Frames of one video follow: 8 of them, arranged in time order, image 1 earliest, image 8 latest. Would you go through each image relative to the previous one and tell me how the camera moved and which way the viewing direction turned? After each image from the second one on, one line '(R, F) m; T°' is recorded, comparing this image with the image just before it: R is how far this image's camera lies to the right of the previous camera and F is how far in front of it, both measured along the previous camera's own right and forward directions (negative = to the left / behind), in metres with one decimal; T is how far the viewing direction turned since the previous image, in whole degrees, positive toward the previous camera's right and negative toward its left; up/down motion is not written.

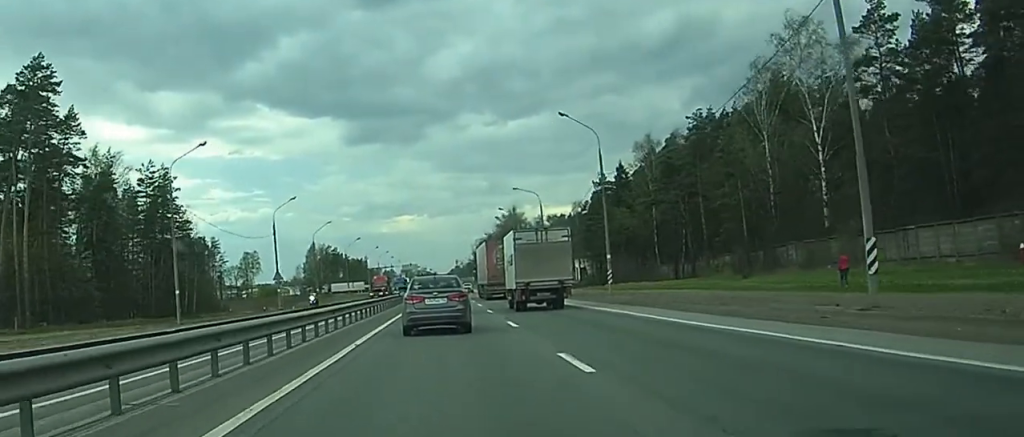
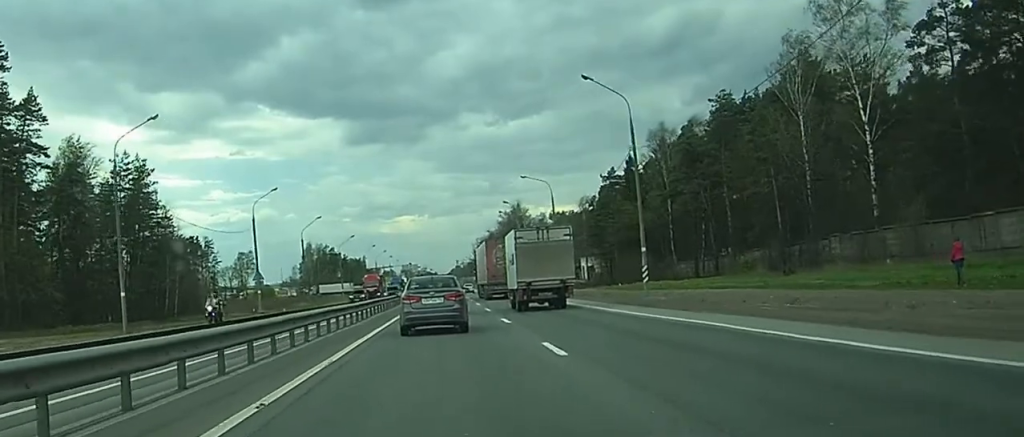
(+0.1, +9.2) m; +1°
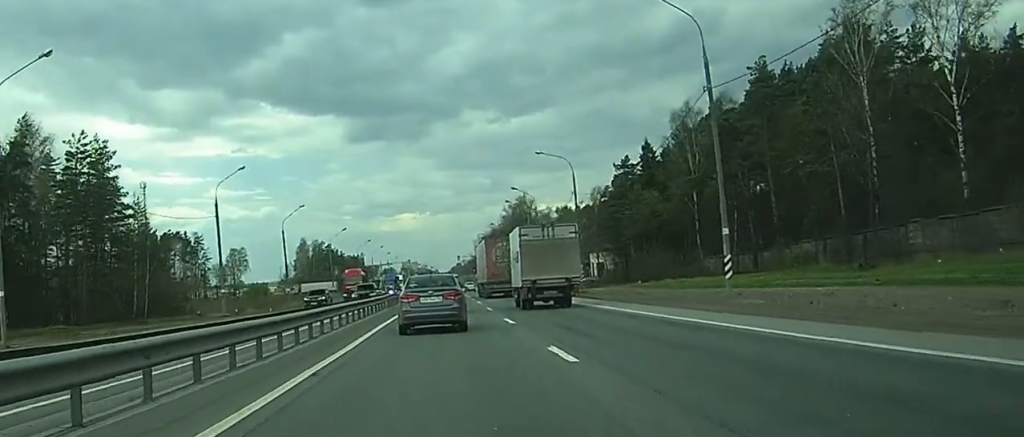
(+0.1, +12.7) m; 0°
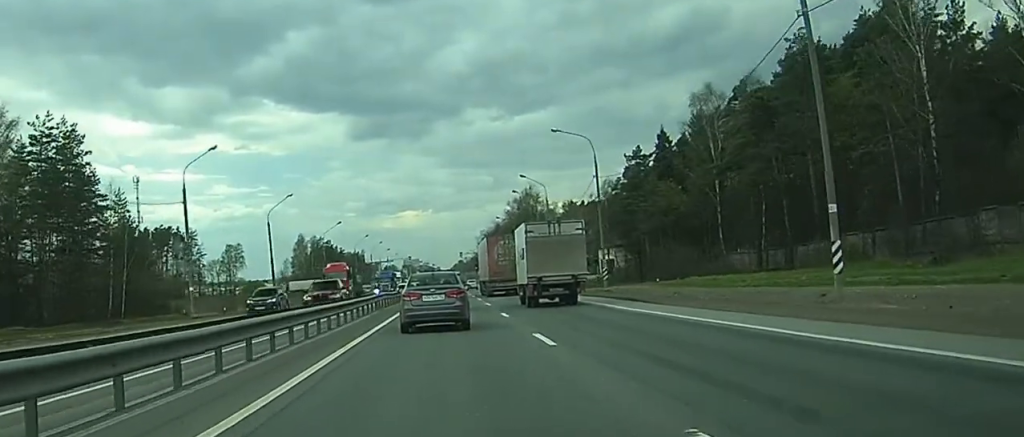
(-0.1, +8.6) m; 0°
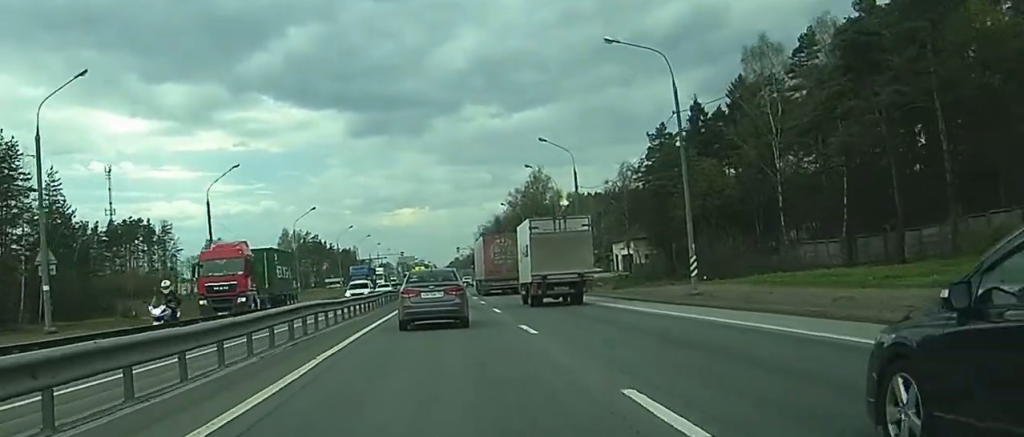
(+0.1, +20.8) m; 0°
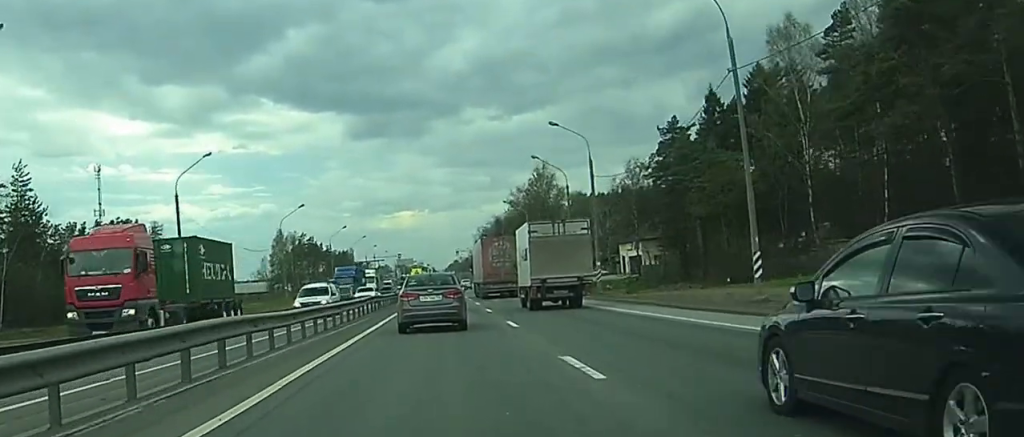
(0.0, +7.8) m; -1°
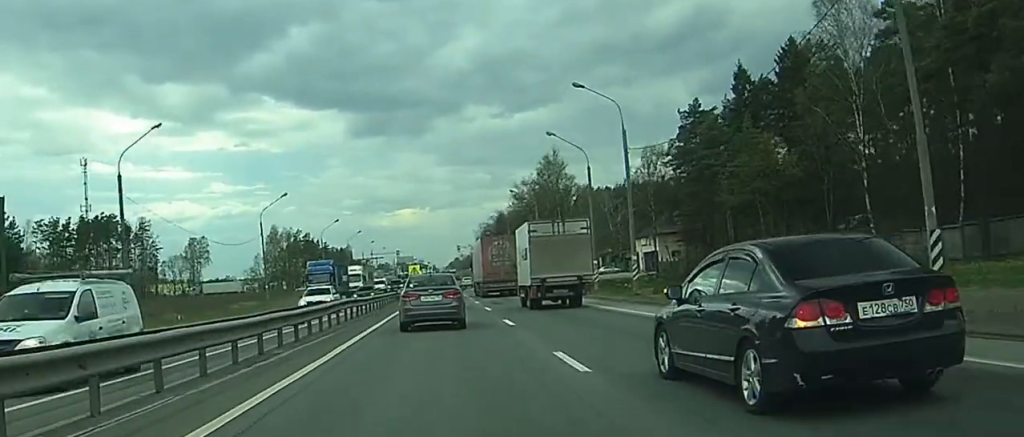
(-0.1, +11.2) m; -1°
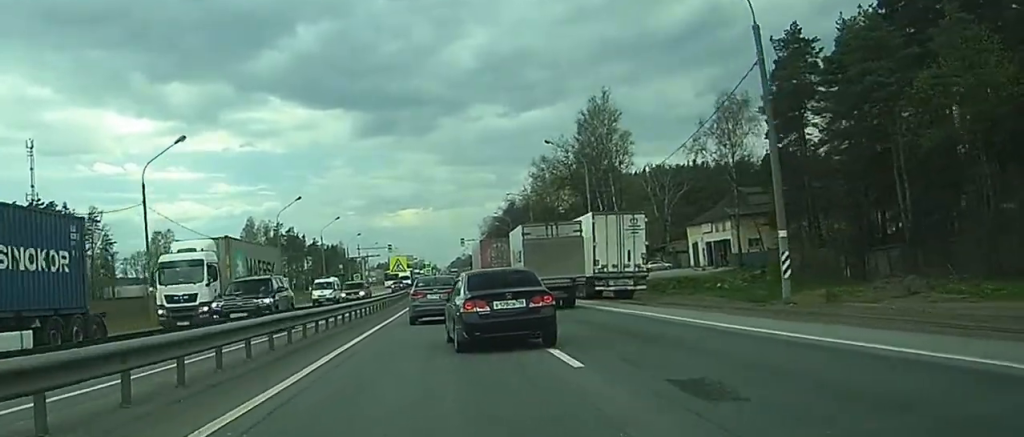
(-0.7, +35.7) m; -1°
